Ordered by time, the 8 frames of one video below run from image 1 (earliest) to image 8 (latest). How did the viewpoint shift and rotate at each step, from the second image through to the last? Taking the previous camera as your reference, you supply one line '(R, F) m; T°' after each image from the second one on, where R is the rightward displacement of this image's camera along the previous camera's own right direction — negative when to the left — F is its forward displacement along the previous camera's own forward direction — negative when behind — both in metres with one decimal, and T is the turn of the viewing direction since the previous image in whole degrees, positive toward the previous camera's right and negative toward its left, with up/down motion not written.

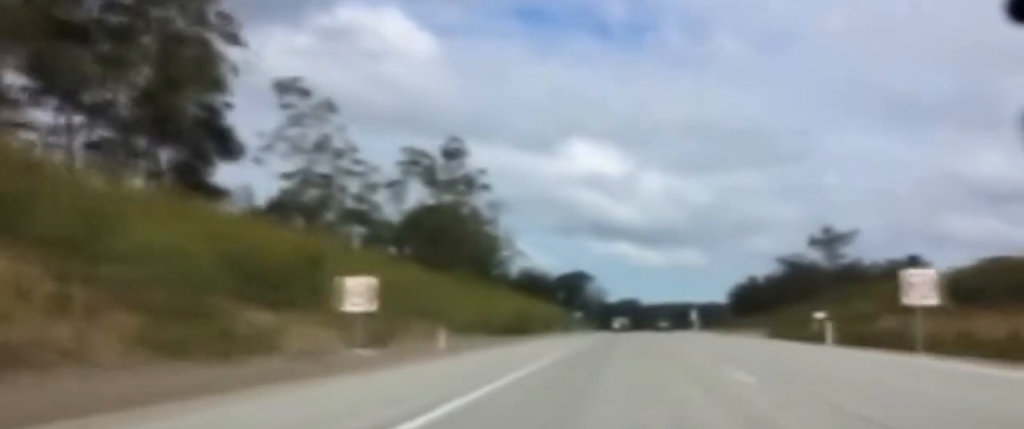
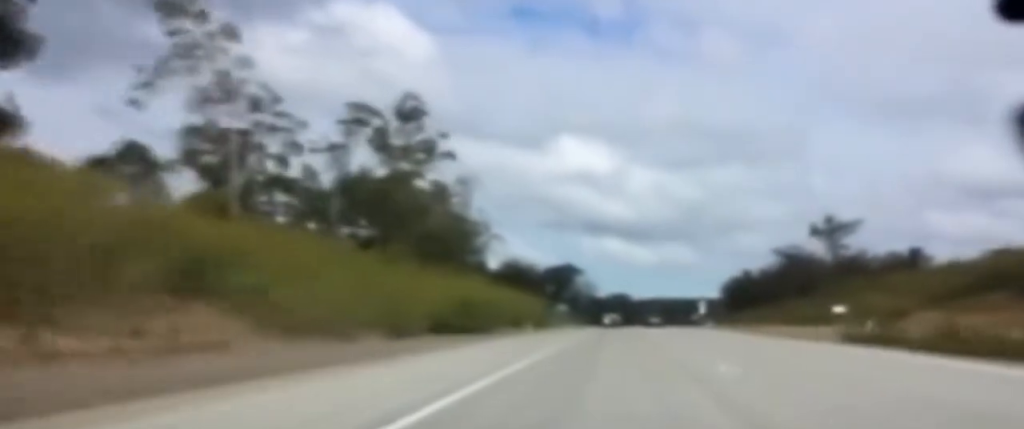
(0.0, +24.5) m; +1°
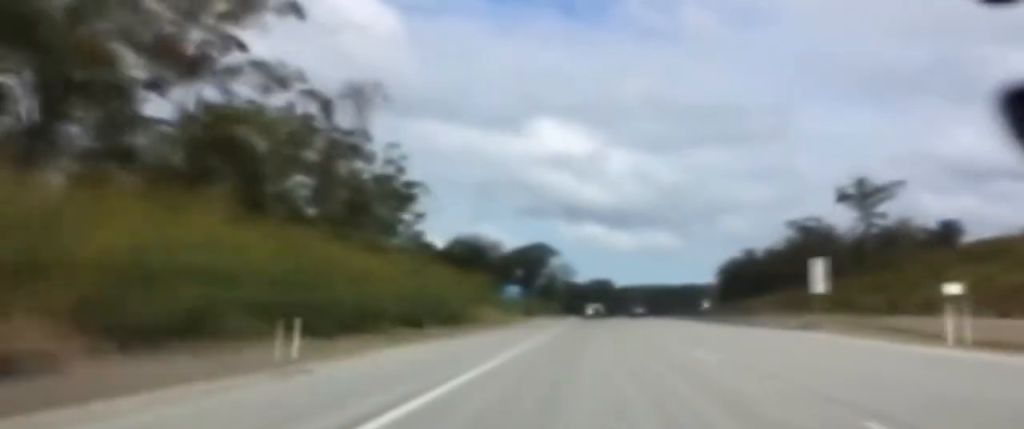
(+0.5, +49.1) m; 0°
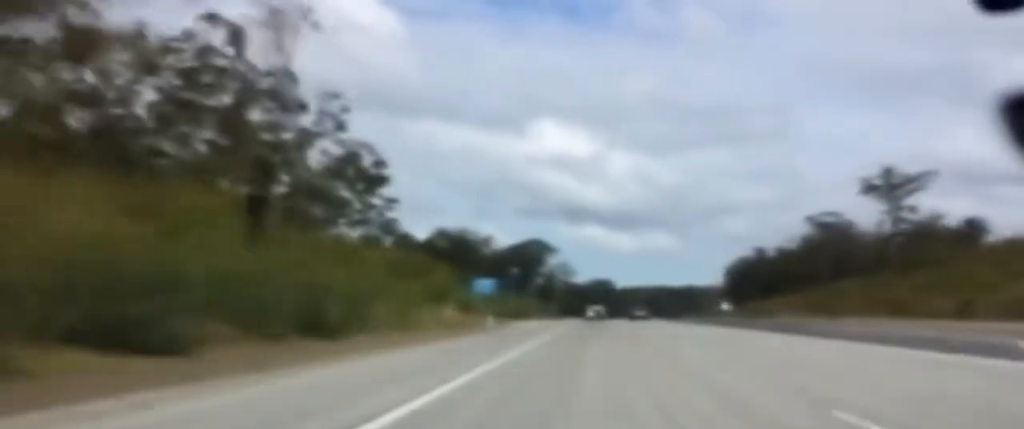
(-0.2, +24.6) m; 0°
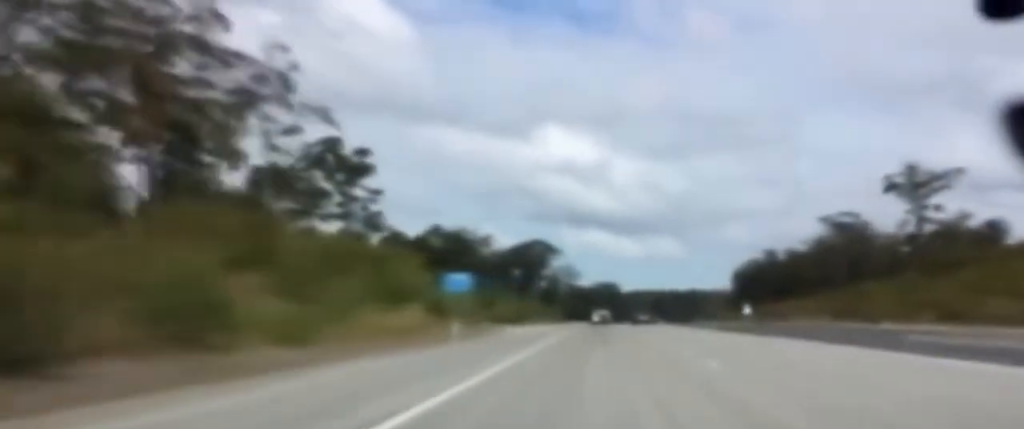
(0.0, +15.4) m; 0°
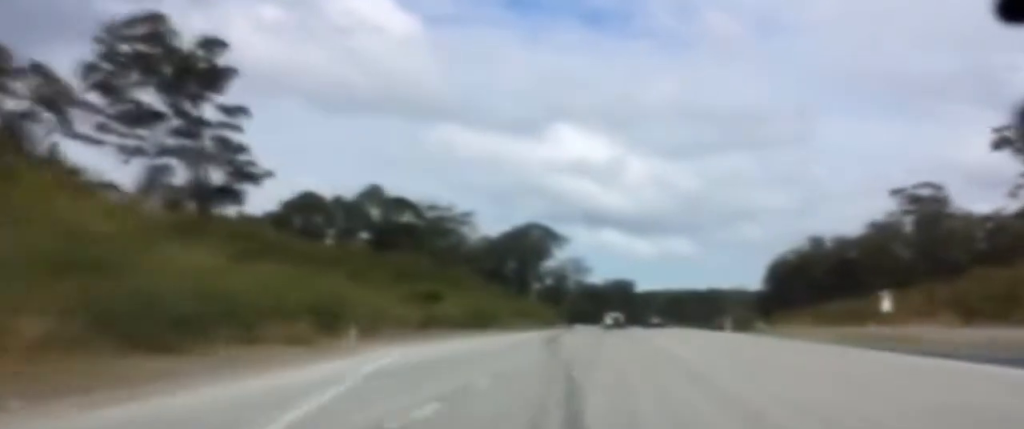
(+0.3, +50.1) m; +1°
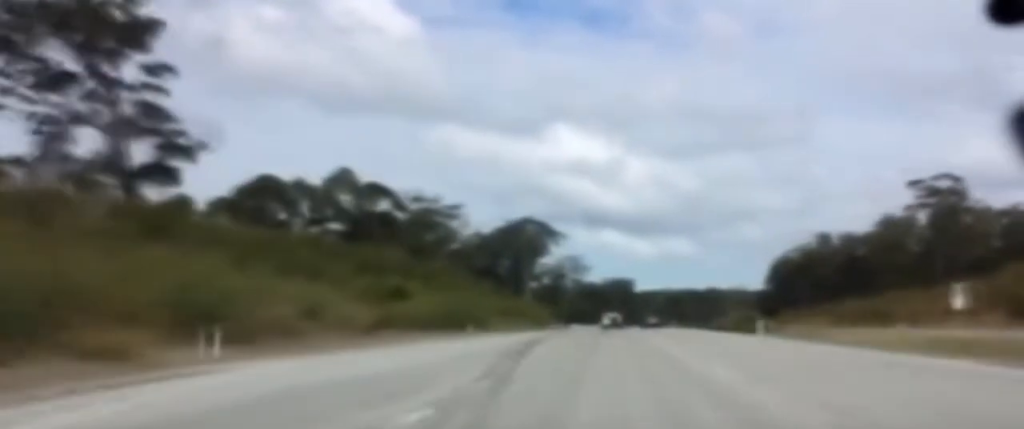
(+0.1, +13.3) m; 0°
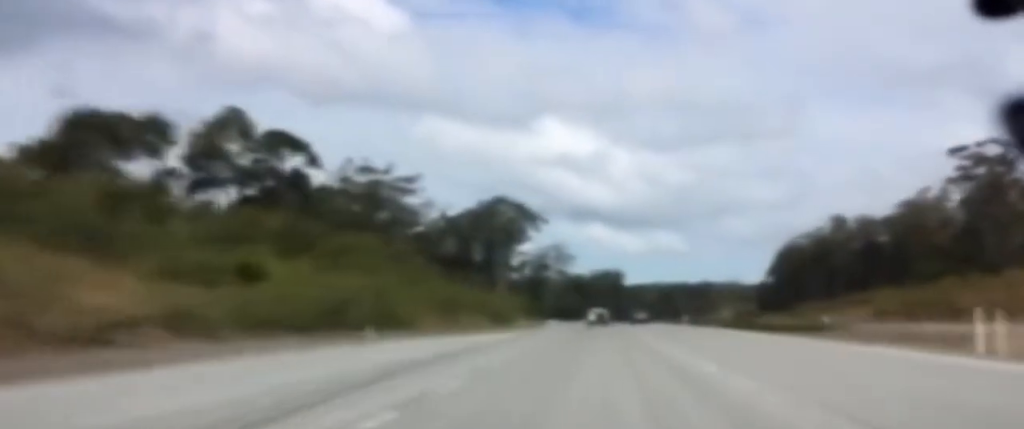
(0.0, +26.7) m; 0°
